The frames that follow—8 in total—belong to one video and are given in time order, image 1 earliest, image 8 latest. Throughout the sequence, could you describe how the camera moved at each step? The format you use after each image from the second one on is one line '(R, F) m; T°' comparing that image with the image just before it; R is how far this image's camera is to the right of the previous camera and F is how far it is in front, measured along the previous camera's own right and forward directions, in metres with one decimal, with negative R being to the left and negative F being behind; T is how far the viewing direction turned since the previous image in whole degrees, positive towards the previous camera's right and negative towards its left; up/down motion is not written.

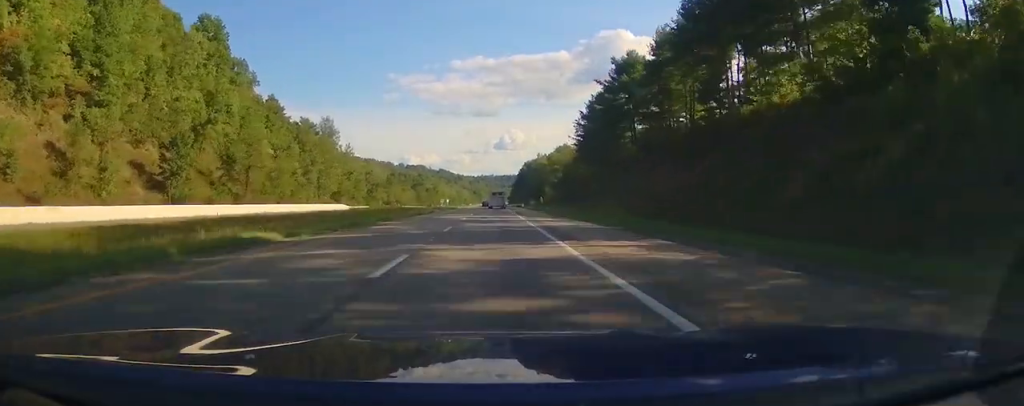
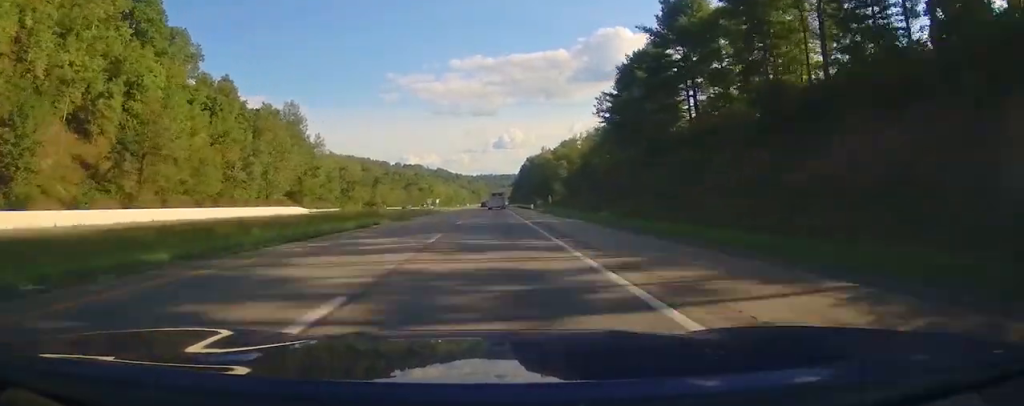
(0.0, +30.8) m; 0°
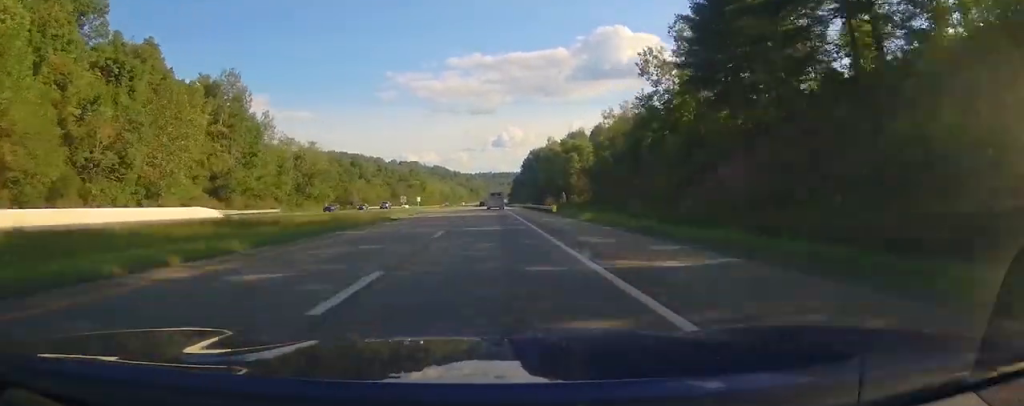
(0.0, +35.4) m; 0°
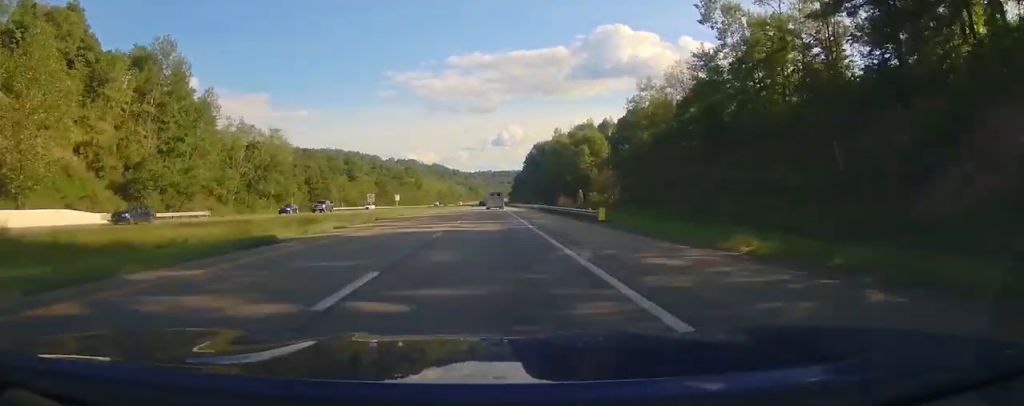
(0.0, +25.1) m; 0°
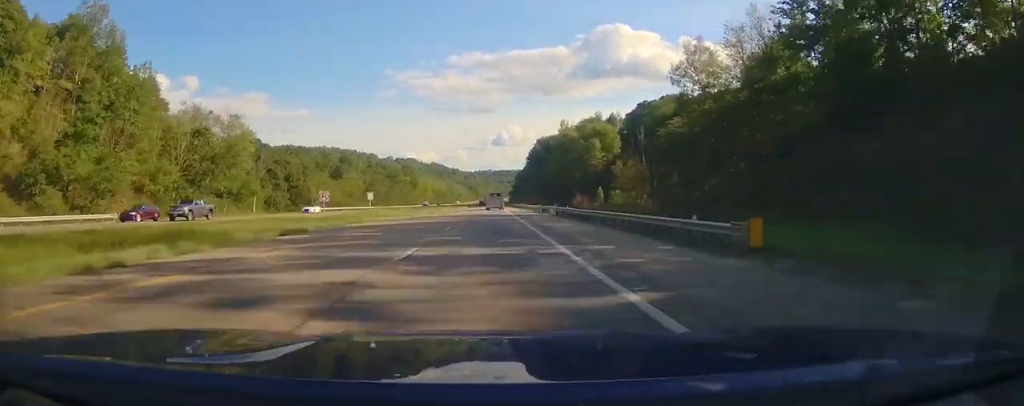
(0.0, +19.4) m; 0°
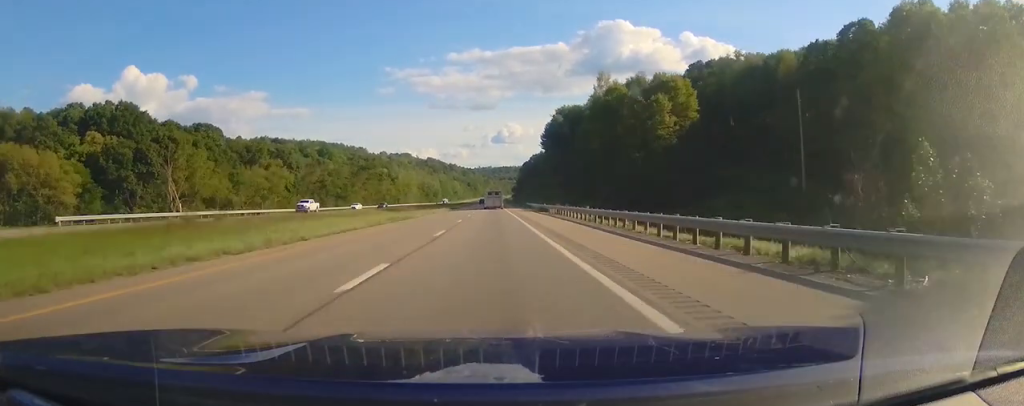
(+0.1, +67.0) m; 0°
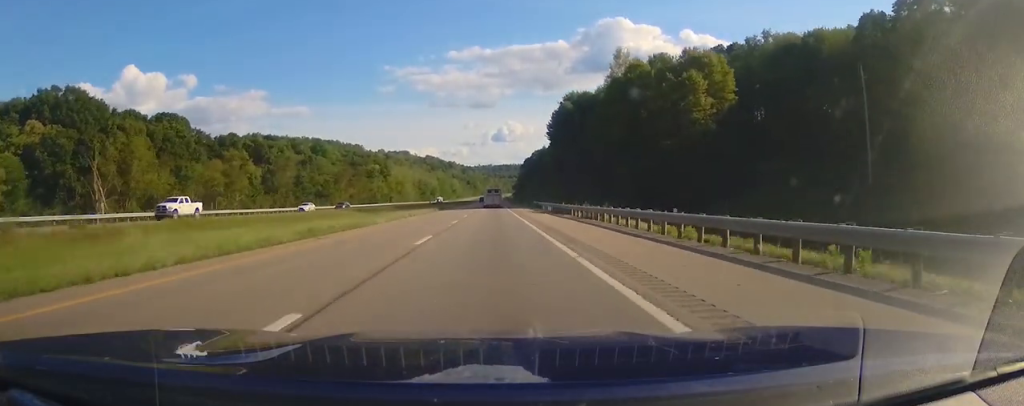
(0.0, +17.6) m; 0°
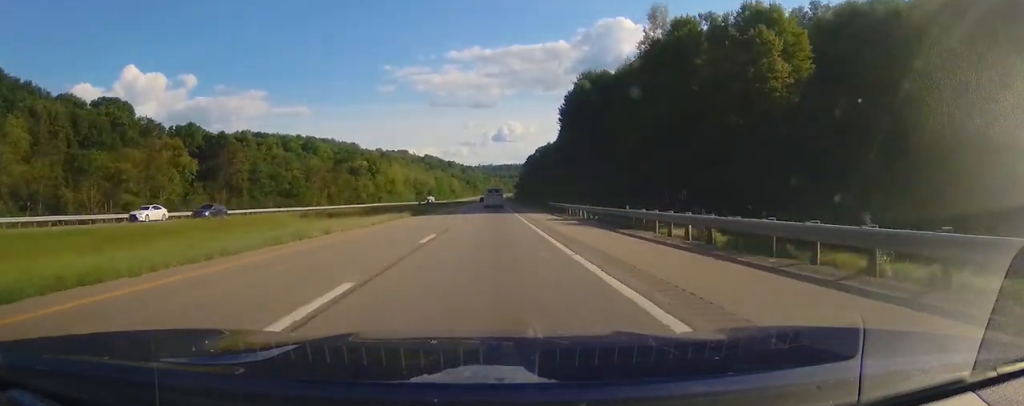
(0.0, +23.6) m; 0°
